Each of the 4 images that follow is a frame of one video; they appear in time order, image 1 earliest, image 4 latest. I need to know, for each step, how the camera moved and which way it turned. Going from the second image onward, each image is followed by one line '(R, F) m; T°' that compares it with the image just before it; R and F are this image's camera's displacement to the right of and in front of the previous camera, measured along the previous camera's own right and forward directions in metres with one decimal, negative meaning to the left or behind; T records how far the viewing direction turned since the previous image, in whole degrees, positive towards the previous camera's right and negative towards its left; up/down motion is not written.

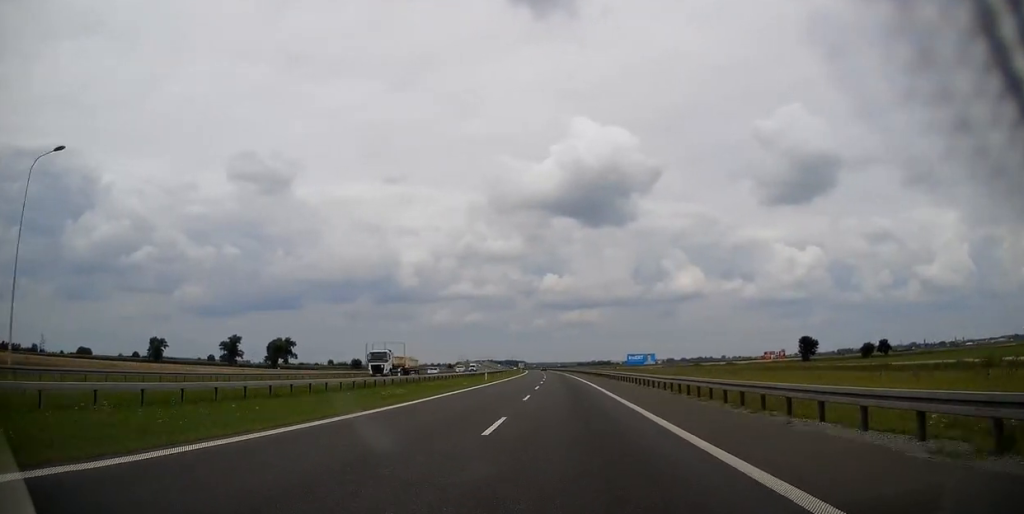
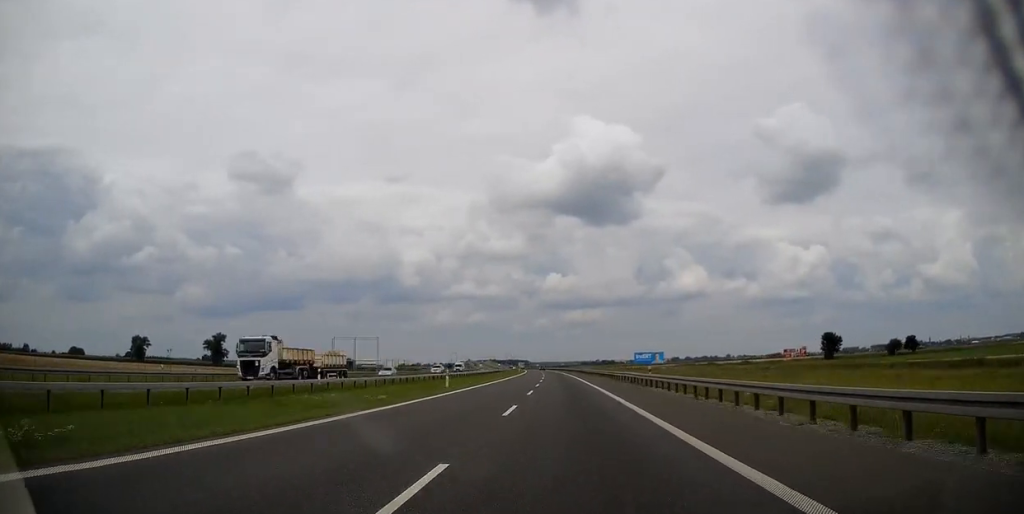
(-0.1, +19.8) m; 0°
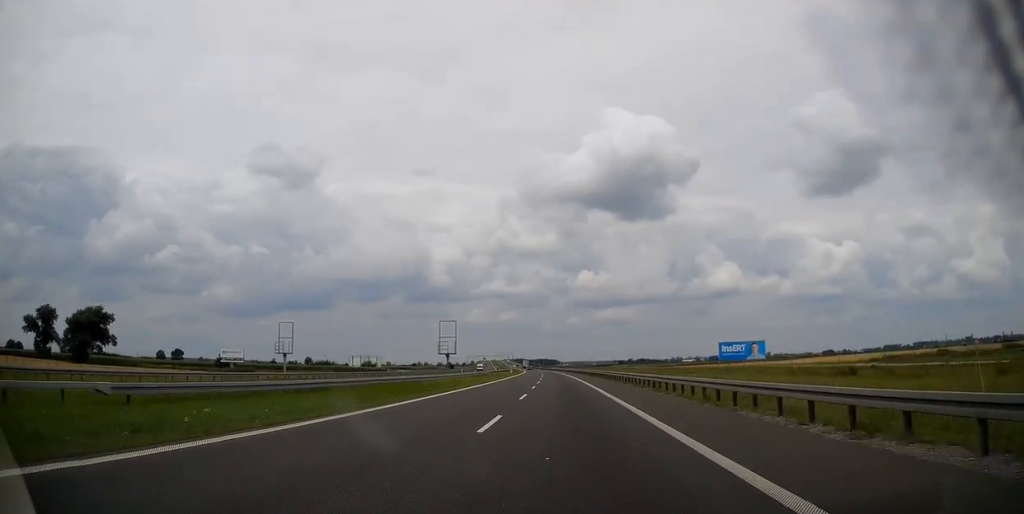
(-3.7, +138.2) m; -3°
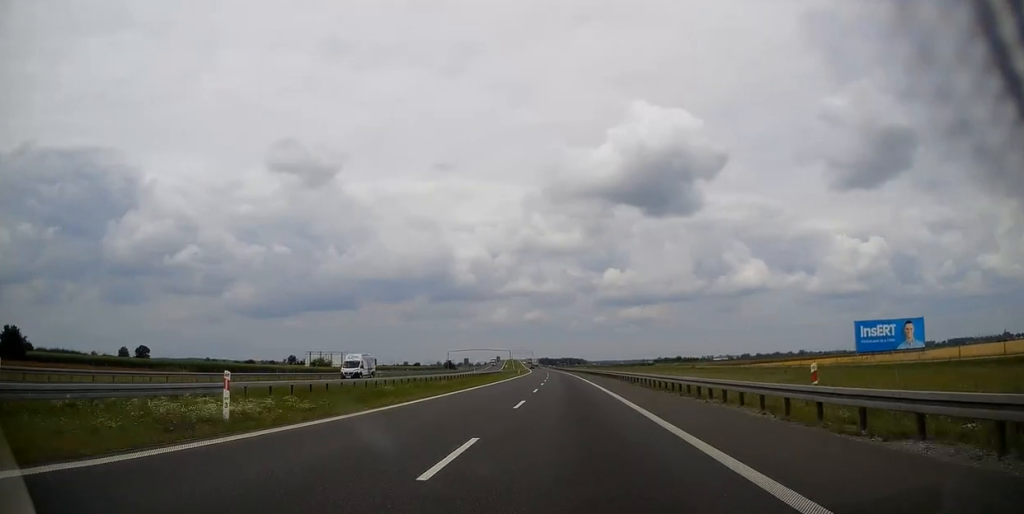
(-1.9, +90.3) m; -2°
